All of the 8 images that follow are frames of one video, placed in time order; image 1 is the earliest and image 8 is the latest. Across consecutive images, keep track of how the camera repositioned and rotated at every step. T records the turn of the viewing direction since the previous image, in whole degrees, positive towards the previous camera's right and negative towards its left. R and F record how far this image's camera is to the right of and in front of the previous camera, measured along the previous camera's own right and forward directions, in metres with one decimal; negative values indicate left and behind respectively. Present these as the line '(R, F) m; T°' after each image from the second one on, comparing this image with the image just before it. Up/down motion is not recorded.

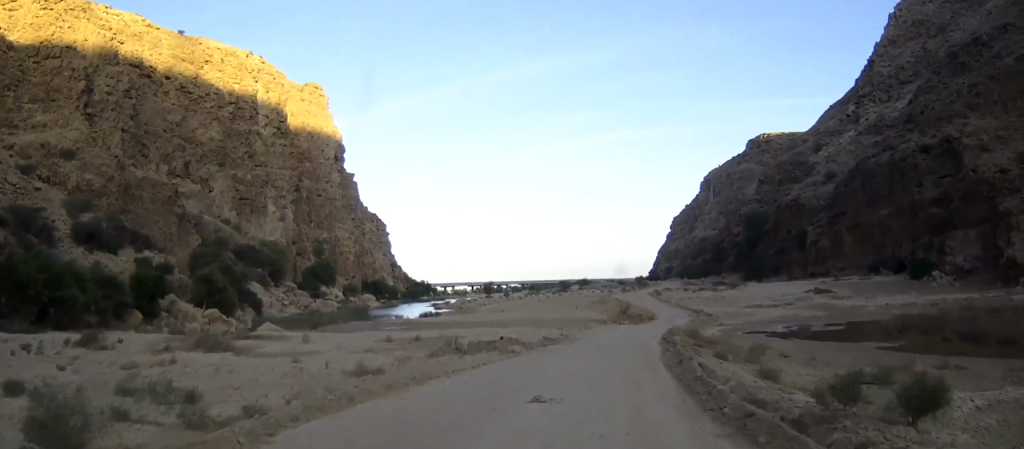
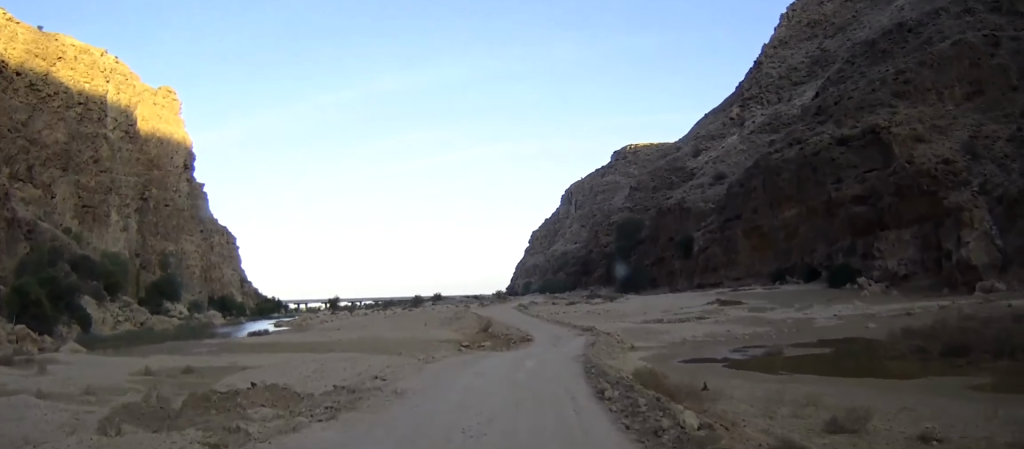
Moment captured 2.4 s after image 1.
(+2.3, +19.7) m; +11°
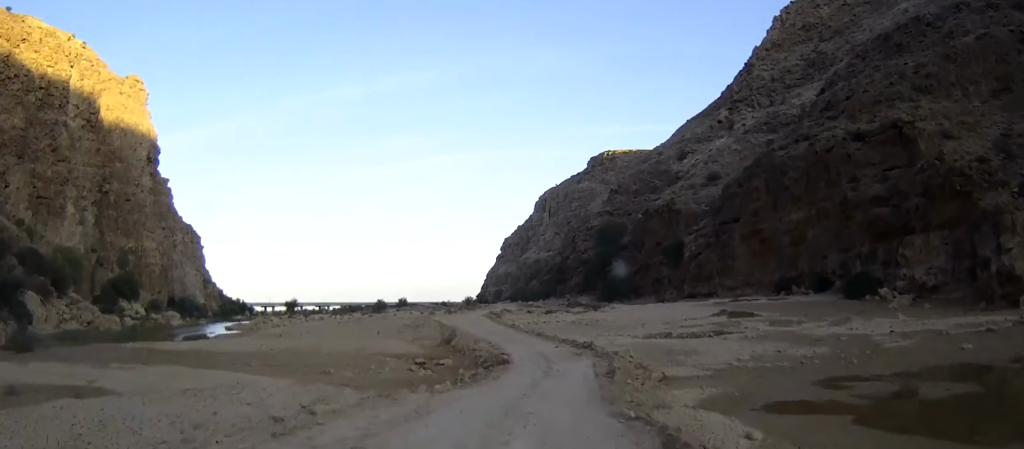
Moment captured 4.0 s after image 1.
(+0.2, +11.3) m; +3°
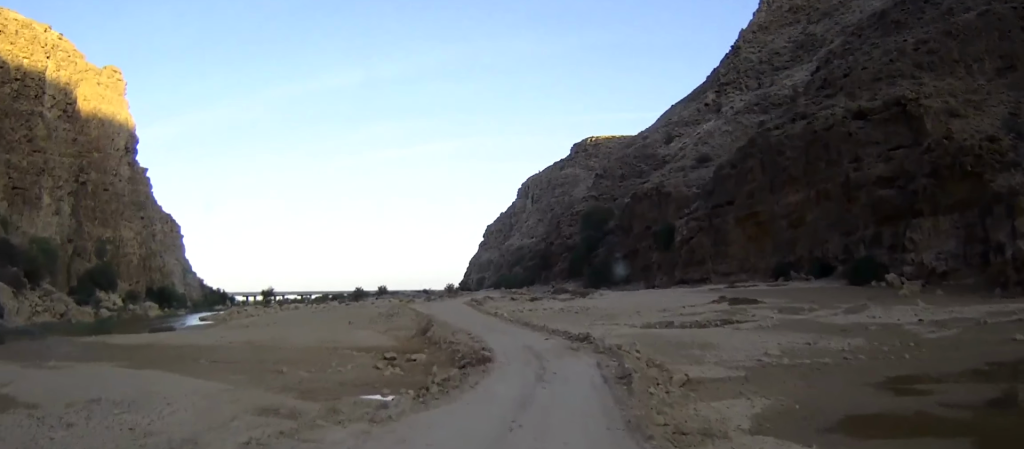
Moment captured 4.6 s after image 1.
(+0.1, +4.8) m; +1°
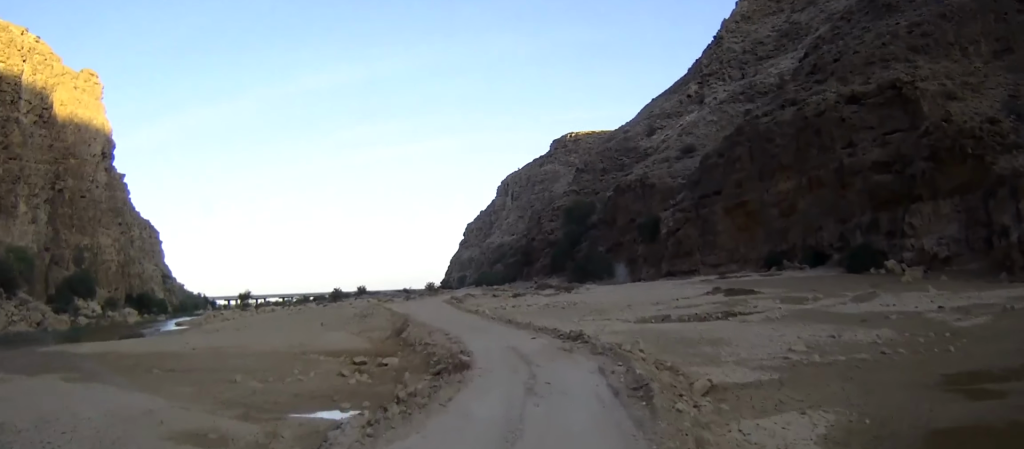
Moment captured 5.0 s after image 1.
(0.0, +3.5) m; +1°
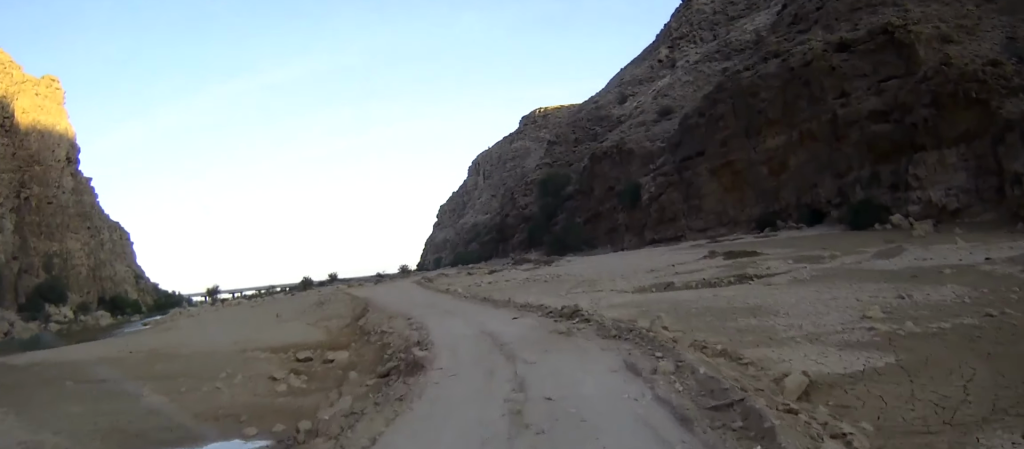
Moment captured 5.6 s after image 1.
(+0.1, +6.6) m; +1°
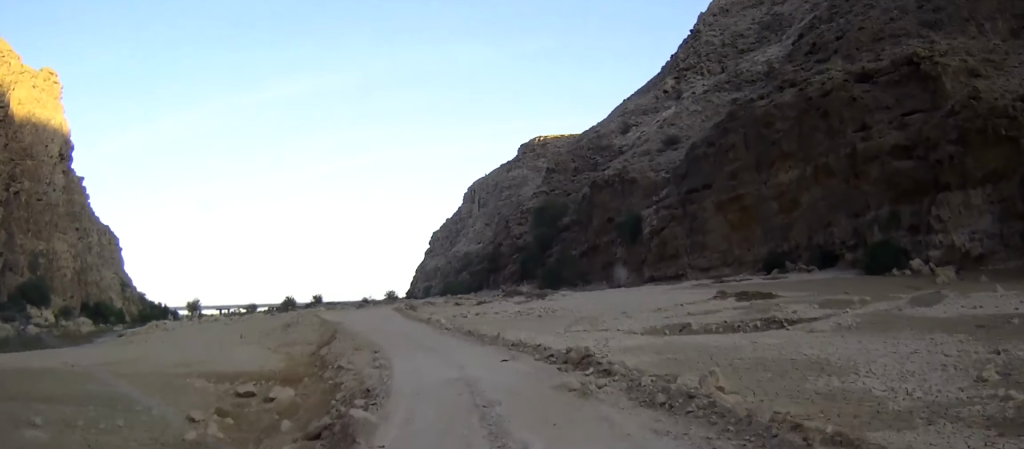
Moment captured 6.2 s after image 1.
(0.0, +5.1) m; -1°
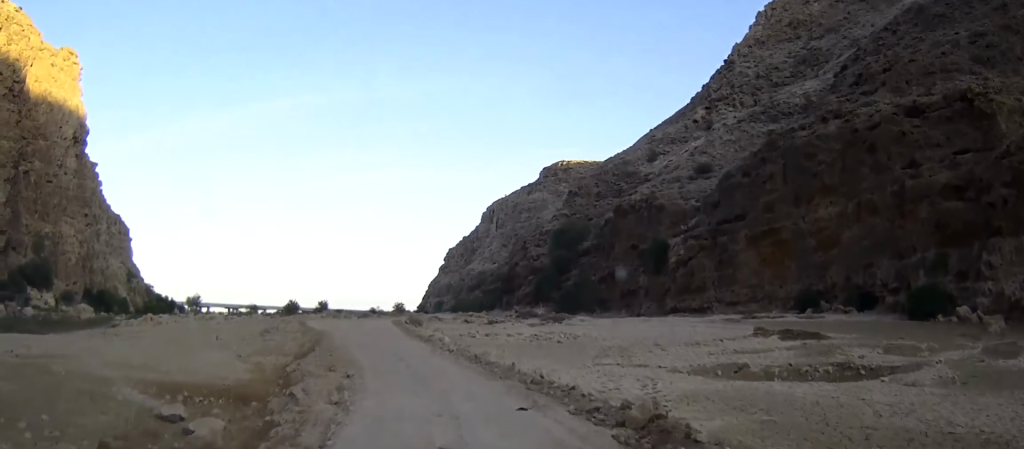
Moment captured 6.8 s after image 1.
(+0.1, +6.4) m; -2°
